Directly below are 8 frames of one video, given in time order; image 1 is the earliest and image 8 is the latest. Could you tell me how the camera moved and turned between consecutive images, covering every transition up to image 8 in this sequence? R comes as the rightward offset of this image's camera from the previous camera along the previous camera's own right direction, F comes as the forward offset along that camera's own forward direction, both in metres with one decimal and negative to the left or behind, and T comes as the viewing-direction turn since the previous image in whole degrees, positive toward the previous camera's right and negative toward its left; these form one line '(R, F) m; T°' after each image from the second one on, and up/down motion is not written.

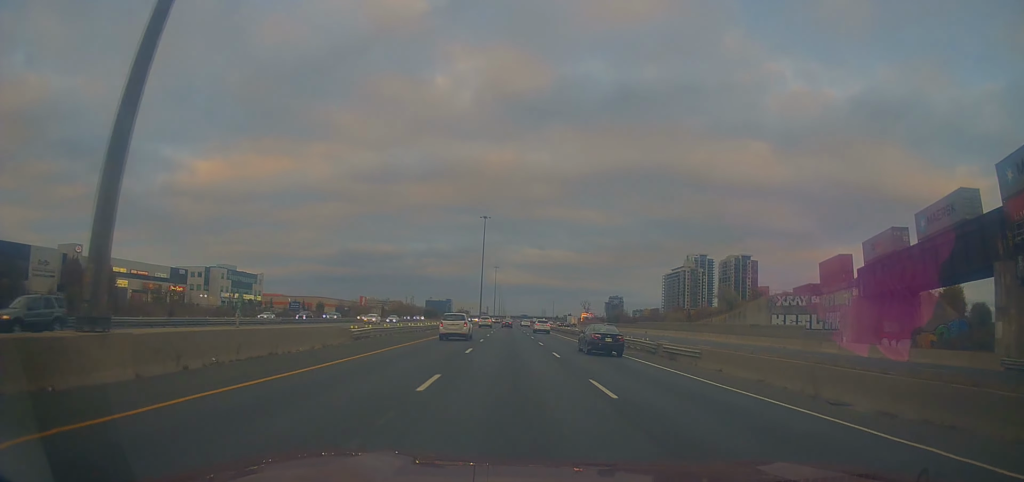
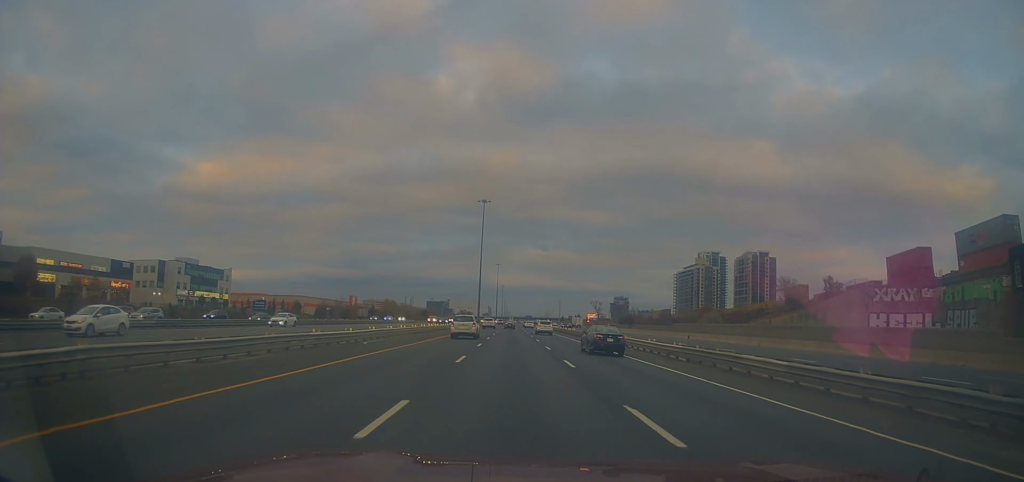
(-0.2, +28.6) m; 0°
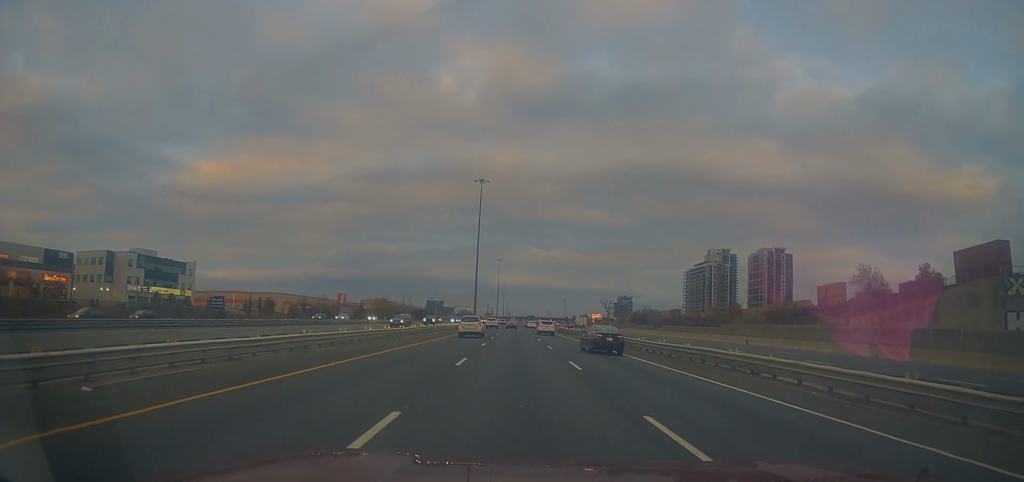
(+0.2, +24.7) m; 0°
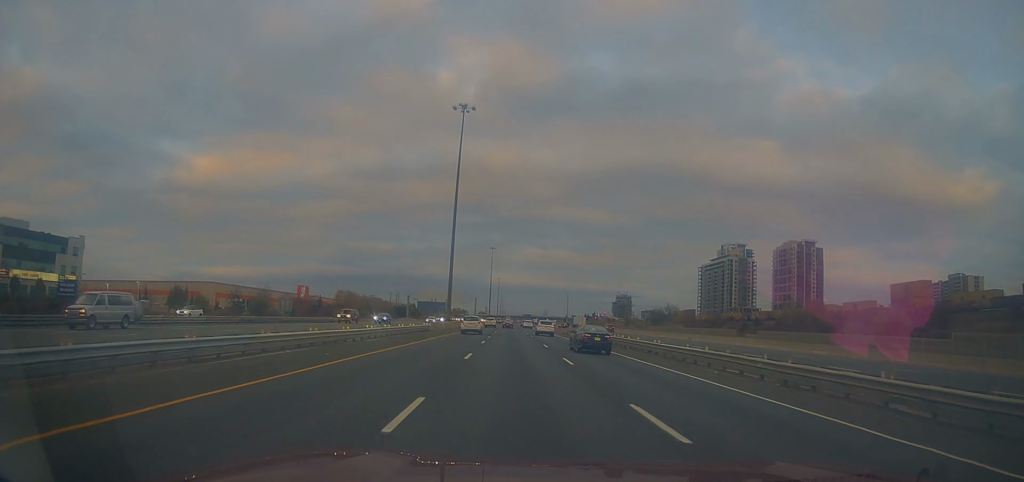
(-0.4, +50.2) m; -1°
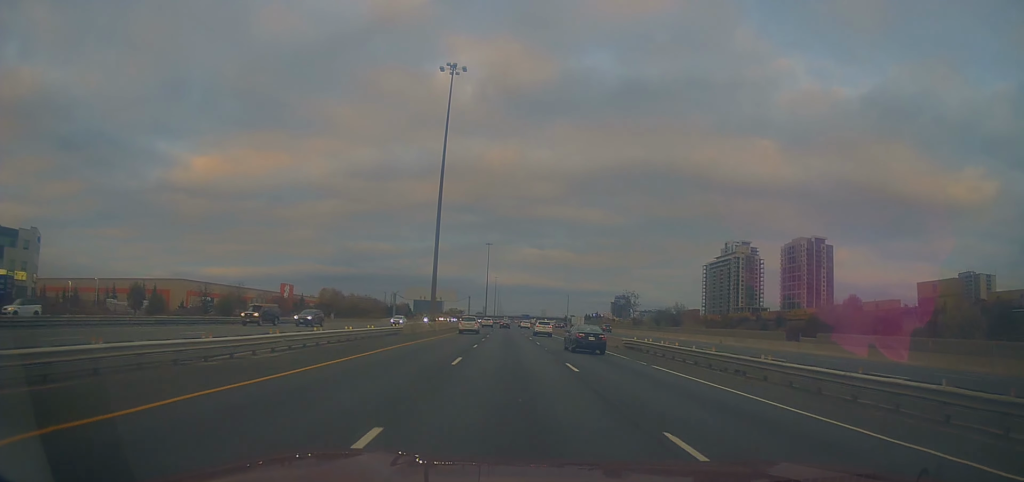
(-0.2, +15.8) m; 0°
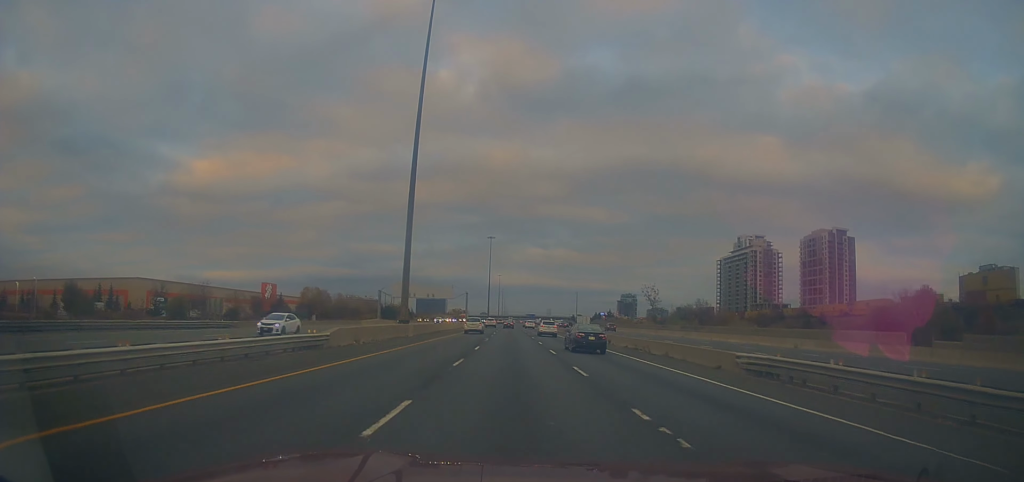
(+0.1, +21.7) m; +1°
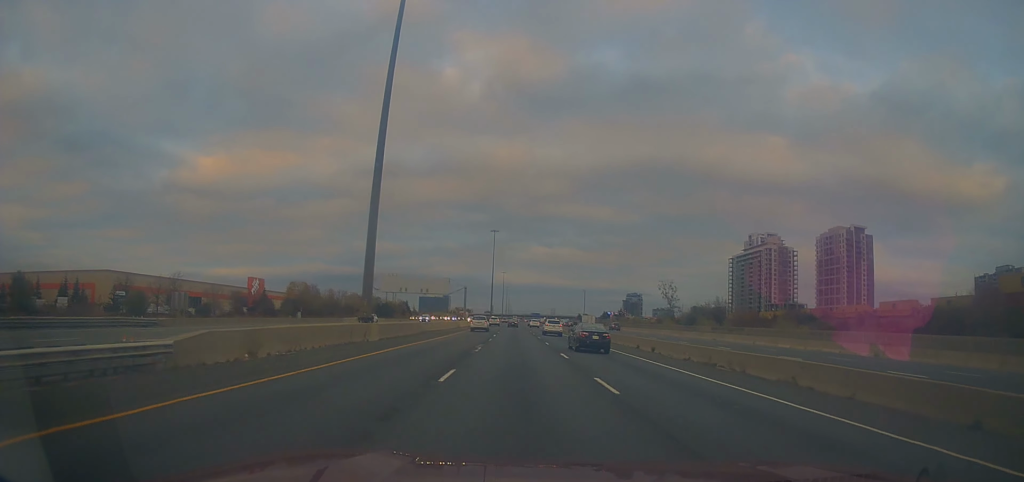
(+0.1, +14.8) m; 0°
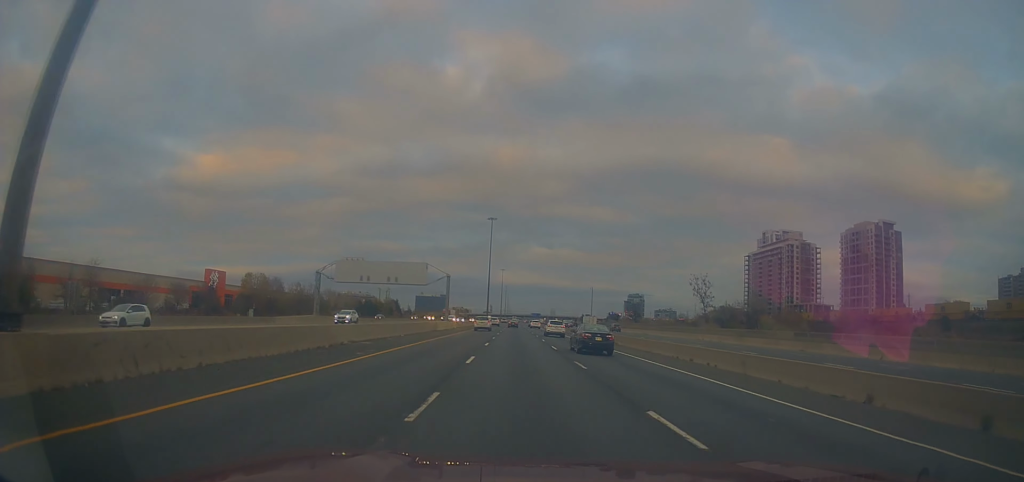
(0.0, +28.6) m; -1°
